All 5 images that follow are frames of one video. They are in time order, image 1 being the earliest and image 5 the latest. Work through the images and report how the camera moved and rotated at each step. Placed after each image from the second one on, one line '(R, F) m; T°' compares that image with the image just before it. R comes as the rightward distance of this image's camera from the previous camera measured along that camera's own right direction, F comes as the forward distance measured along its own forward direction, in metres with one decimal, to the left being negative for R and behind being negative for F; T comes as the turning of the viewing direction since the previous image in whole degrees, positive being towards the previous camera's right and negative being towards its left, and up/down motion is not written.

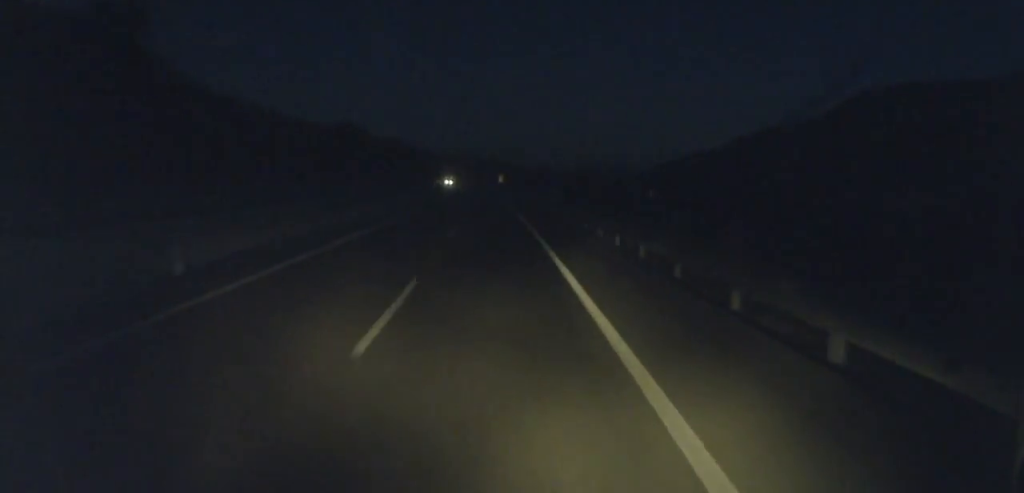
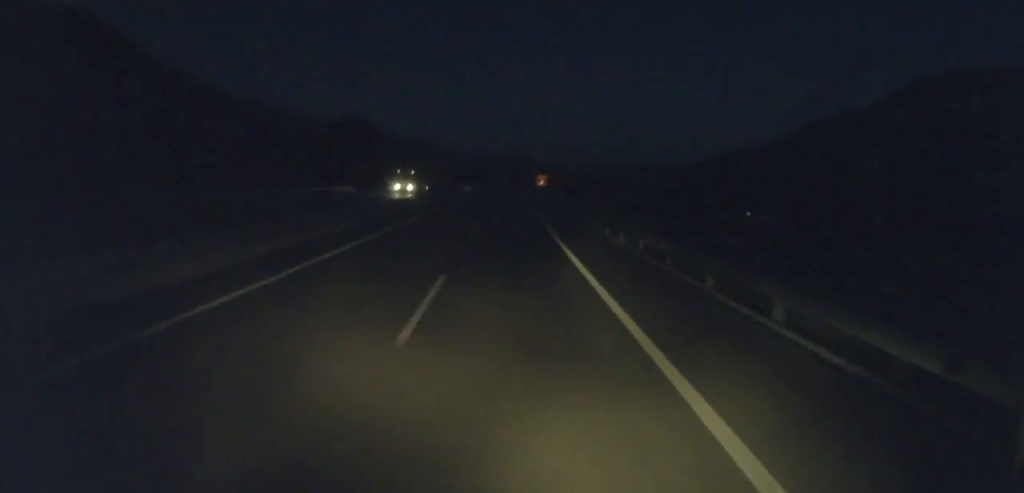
(-5.7, +101.5) m; -4°
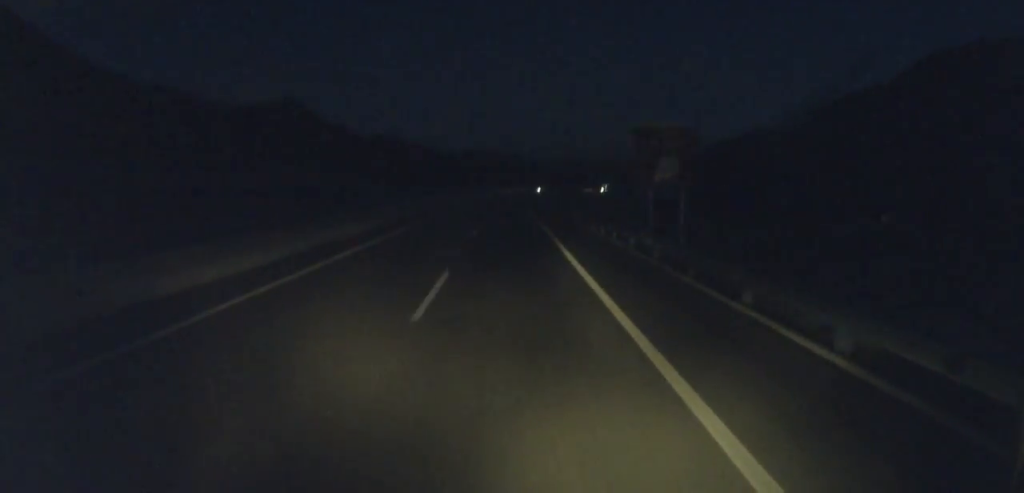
(-1.4, +151.3) m; +2°
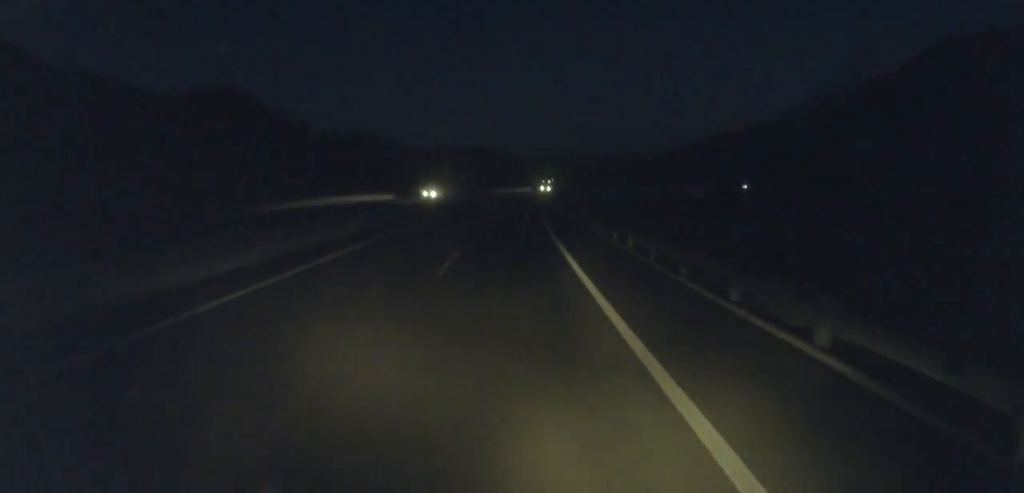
(+2.0, +79.5) m; +3°
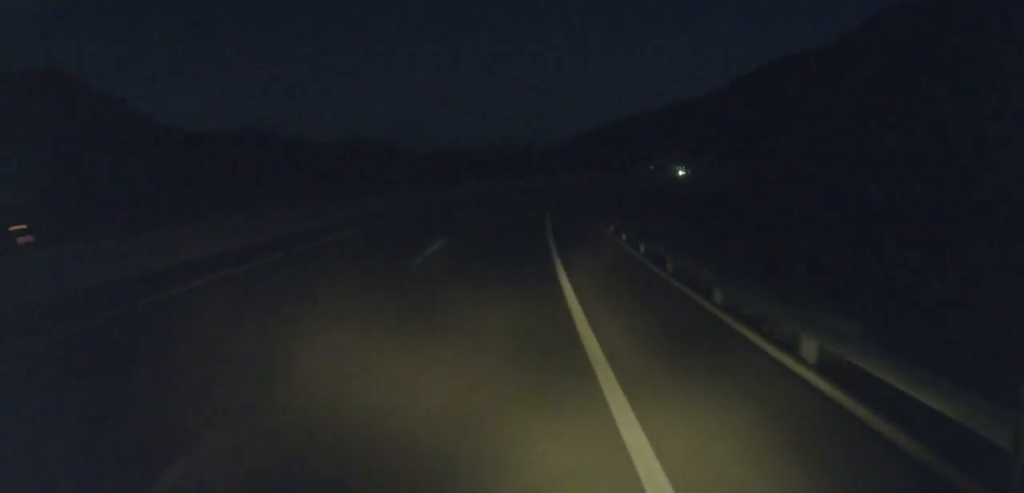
(+3.8, +100.0) m; +7°
